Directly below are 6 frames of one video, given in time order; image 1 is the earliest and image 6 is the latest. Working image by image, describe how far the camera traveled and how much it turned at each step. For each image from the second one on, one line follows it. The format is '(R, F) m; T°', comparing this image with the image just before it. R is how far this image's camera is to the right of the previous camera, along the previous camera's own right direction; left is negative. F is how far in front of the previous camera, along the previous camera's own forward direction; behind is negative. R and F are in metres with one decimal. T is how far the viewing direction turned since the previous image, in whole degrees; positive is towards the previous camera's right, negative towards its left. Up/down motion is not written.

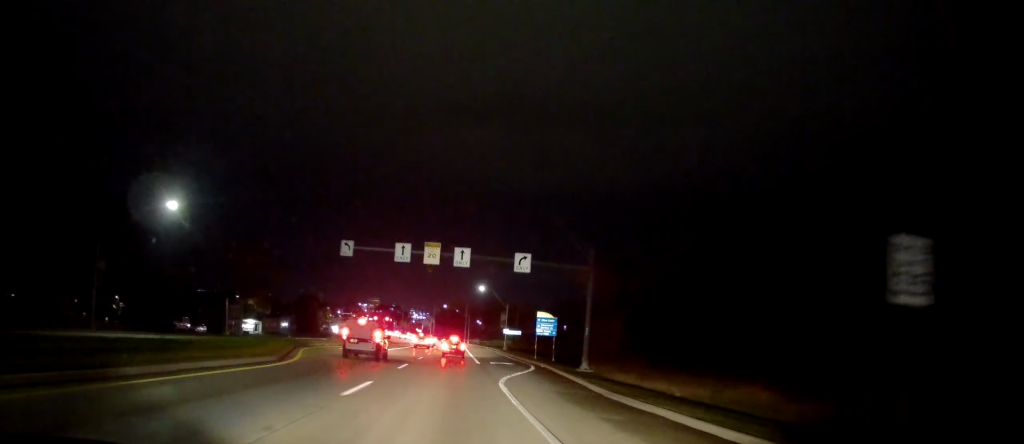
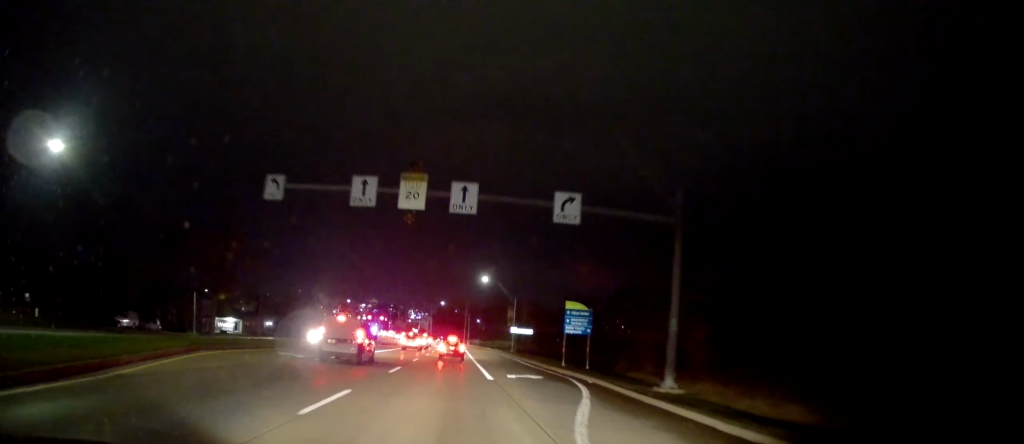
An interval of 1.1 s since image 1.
(+0.6, +15.6) m; +2°
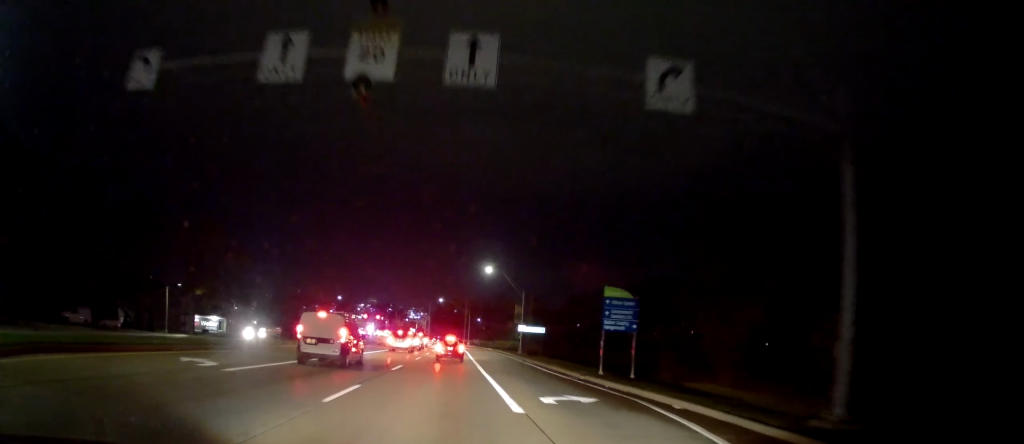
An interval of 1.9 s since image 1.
(0.0, +11.3) m; -1°
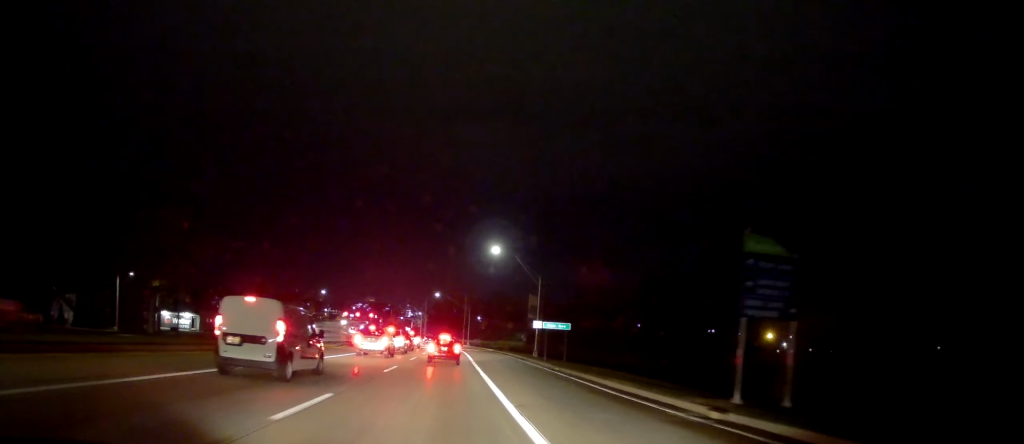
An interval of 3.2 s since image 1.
(0.0, +15.8) m; +2°
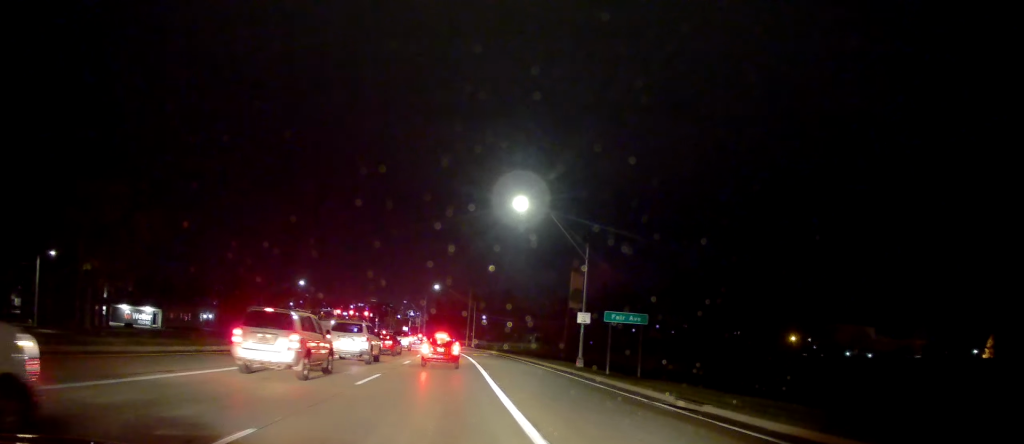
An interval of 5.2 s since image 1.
(0.0, +22.2) m; -2°
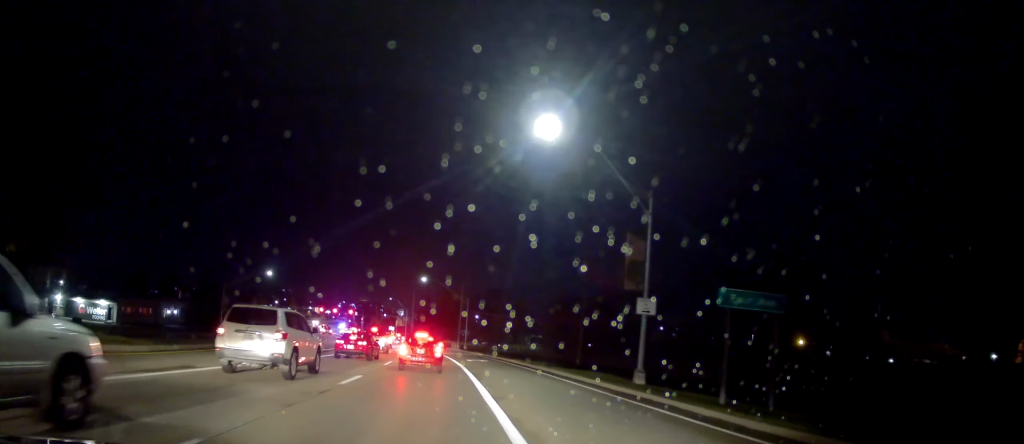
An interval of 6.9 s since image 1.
(+0.4, +15.2) m; +1°
